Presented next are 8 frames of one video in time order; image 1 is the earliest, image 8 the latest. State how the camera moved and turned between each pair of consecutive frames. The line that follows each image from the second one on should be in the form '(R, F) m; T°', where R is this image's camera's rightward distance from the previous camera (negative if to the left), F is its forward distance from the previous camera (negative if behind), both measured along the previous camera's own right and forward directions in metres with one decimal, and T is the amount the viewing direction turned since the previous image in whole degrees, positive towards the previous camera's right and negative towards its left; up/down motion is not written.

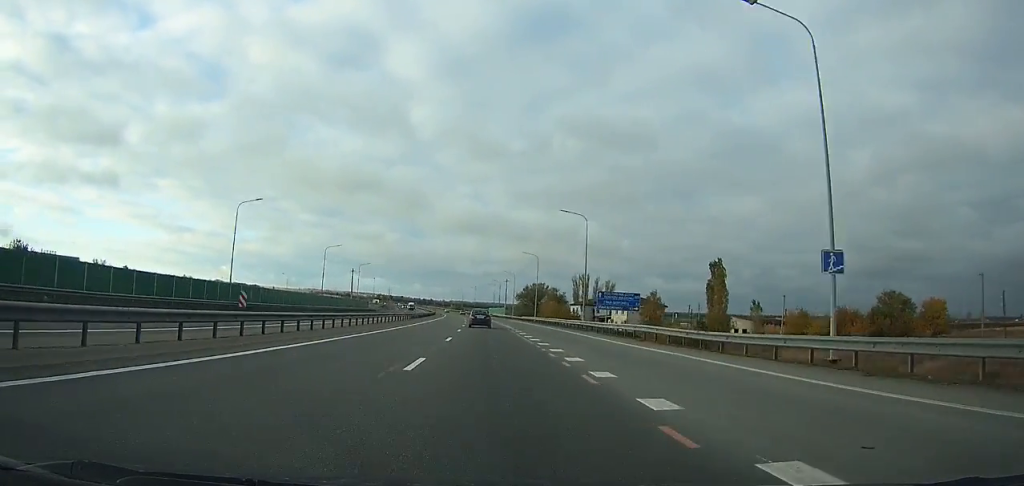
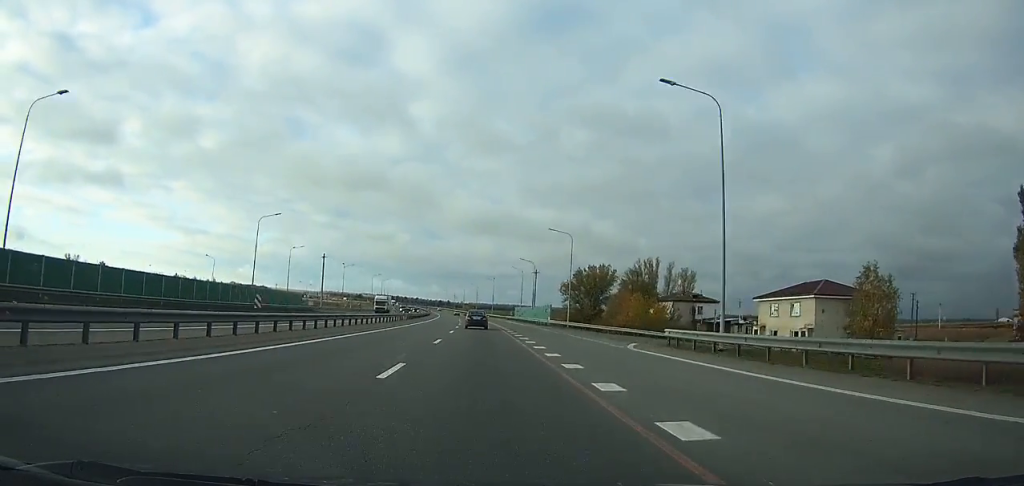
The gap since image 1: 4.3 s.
(-1.0, +73.4) m; -2°
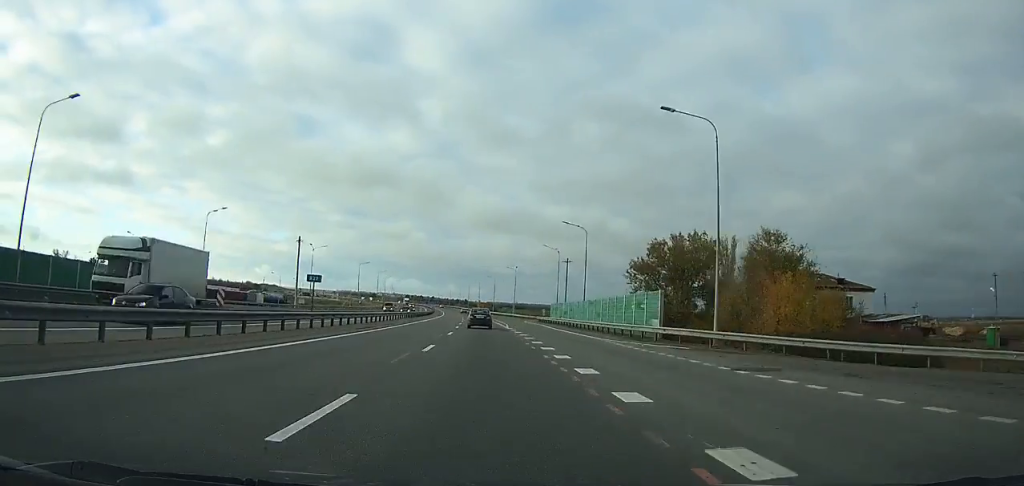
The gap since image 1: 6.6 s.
(-0.2, +42.0) m; -1°
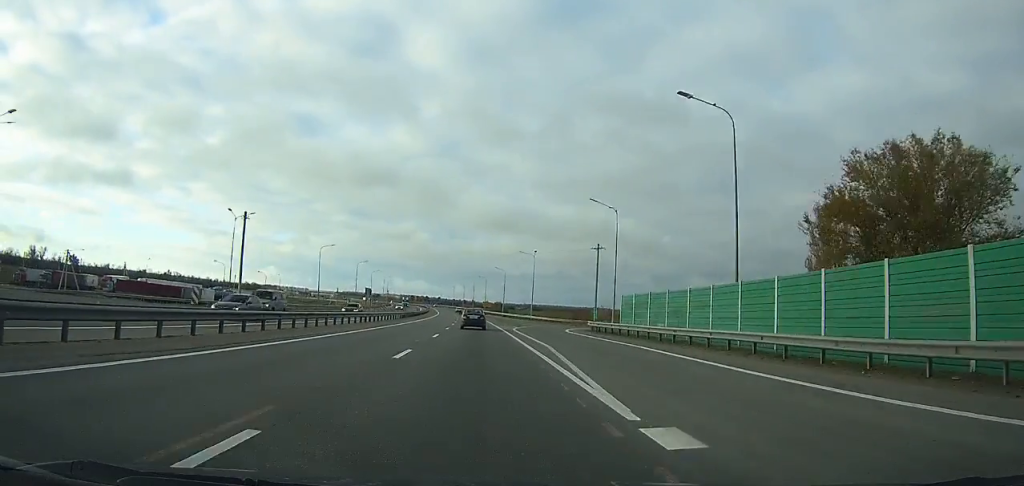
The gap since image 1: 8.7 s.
(-0.7, +39.6) m; -2°
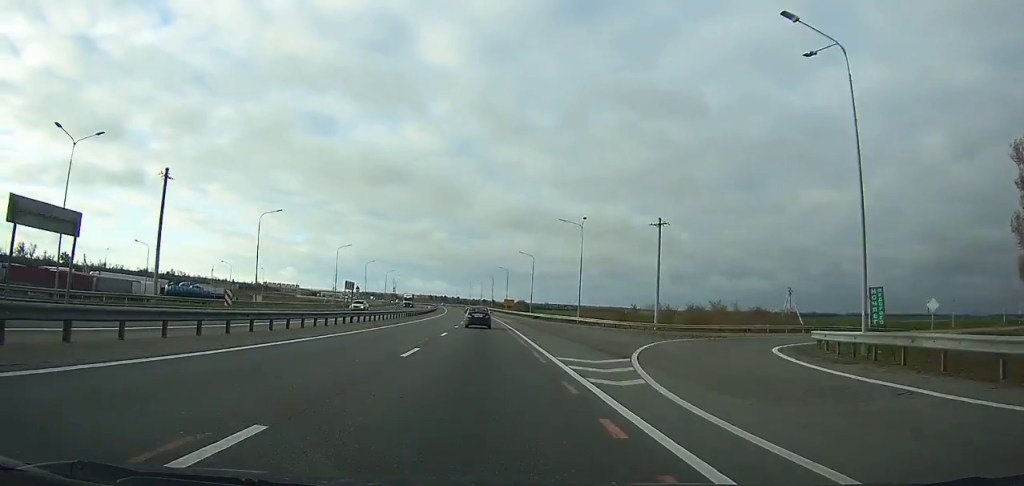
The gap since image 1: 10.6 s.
(-0.4, +36.3) m; -1°
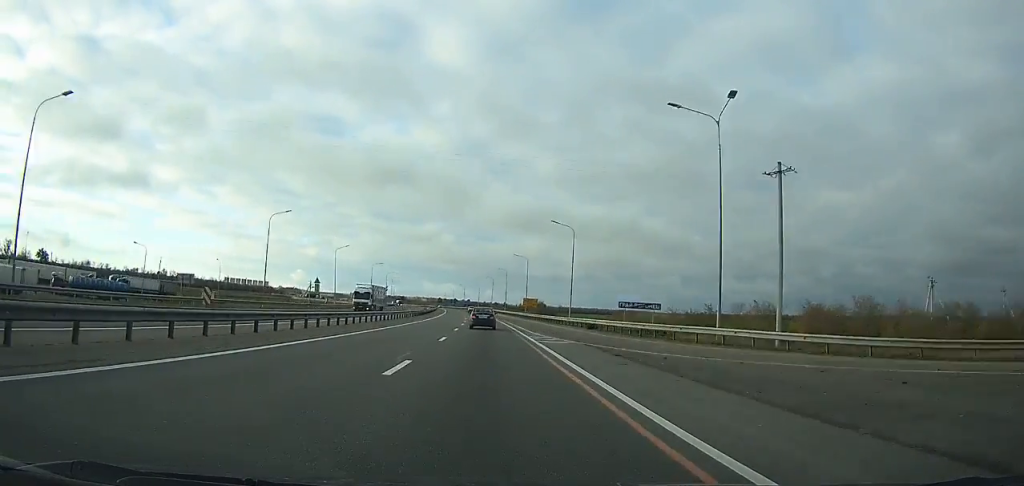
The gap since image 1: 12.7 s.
(-0.4, +40.7) m; -1°
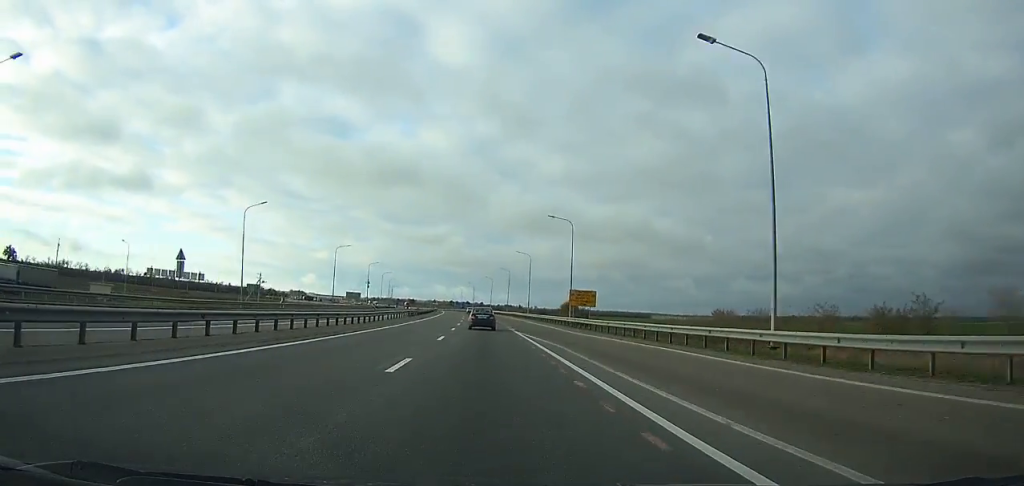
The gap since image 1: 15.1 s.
(-0.5, +47.6) m; -1°
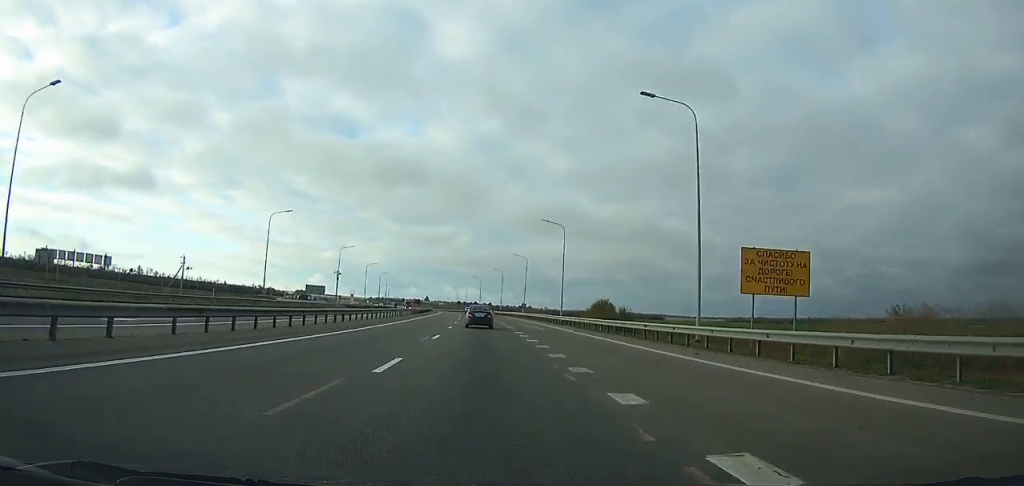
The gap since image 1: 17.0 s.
(-0.5, +38.1) m; -1°
